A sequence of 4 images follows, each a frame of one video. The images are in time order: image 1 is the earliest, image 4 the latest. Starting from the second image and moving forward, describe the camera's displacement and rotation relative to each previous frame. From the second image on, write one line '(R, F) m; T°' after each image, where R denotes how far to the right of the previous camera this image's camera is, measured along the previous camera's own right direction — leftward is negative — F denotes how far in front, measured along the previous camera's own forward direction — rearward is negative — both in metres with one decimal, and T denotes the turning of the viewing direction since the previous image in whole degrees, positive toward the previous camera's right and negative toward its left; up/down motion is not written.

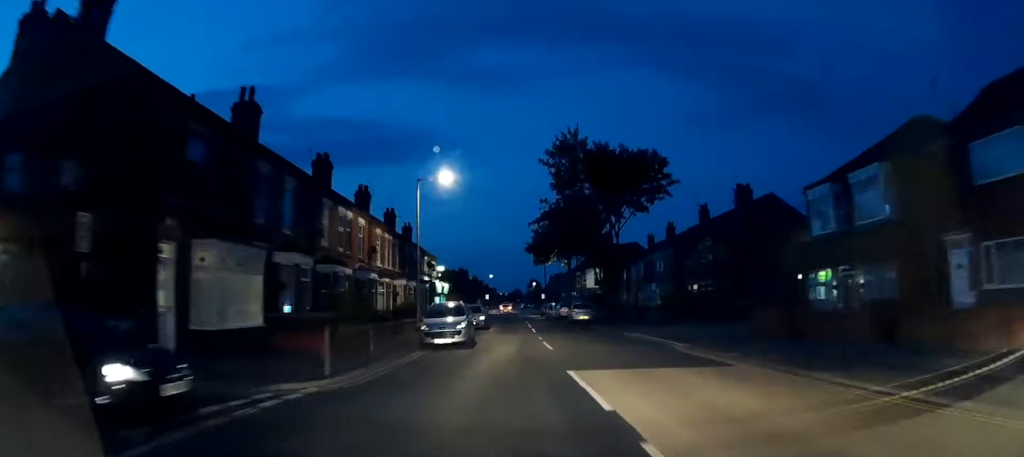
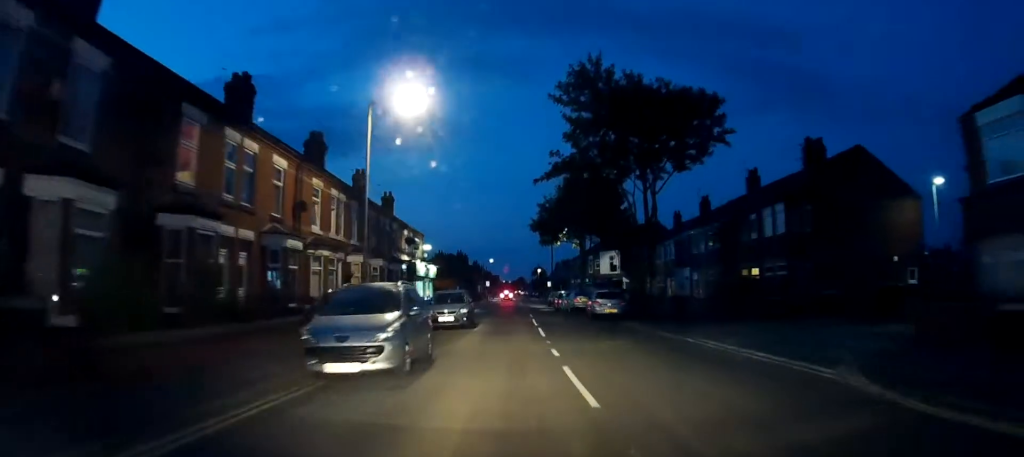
(+0.1, +11.5) m; +1°
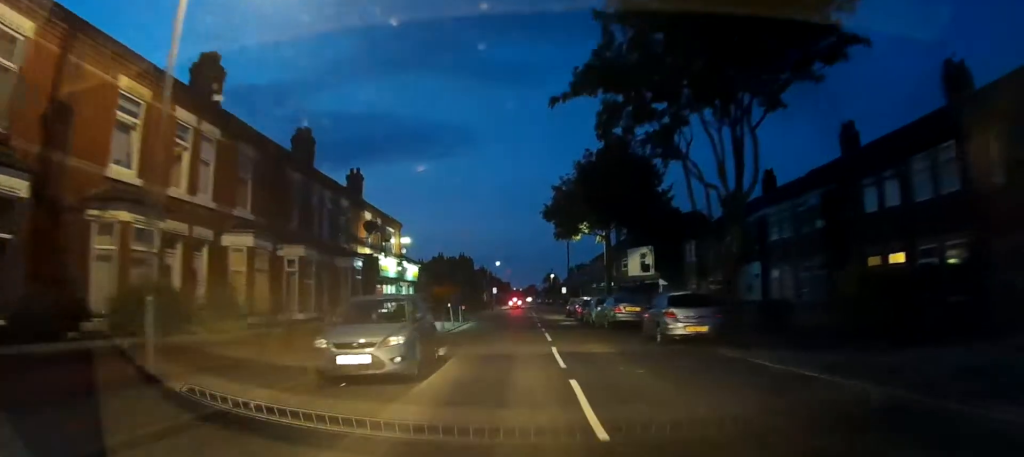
(+0.1, +13.4) m; -1°
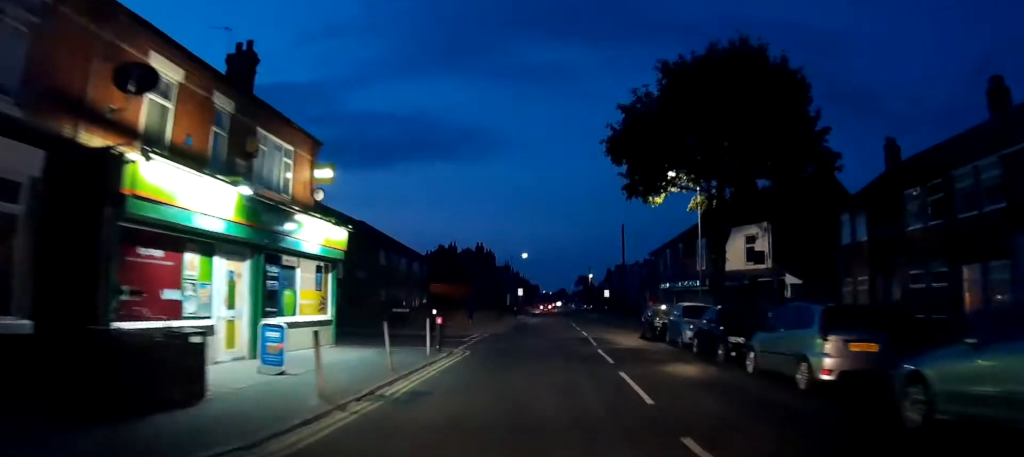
(-0.1, +22.1) m; 0°
